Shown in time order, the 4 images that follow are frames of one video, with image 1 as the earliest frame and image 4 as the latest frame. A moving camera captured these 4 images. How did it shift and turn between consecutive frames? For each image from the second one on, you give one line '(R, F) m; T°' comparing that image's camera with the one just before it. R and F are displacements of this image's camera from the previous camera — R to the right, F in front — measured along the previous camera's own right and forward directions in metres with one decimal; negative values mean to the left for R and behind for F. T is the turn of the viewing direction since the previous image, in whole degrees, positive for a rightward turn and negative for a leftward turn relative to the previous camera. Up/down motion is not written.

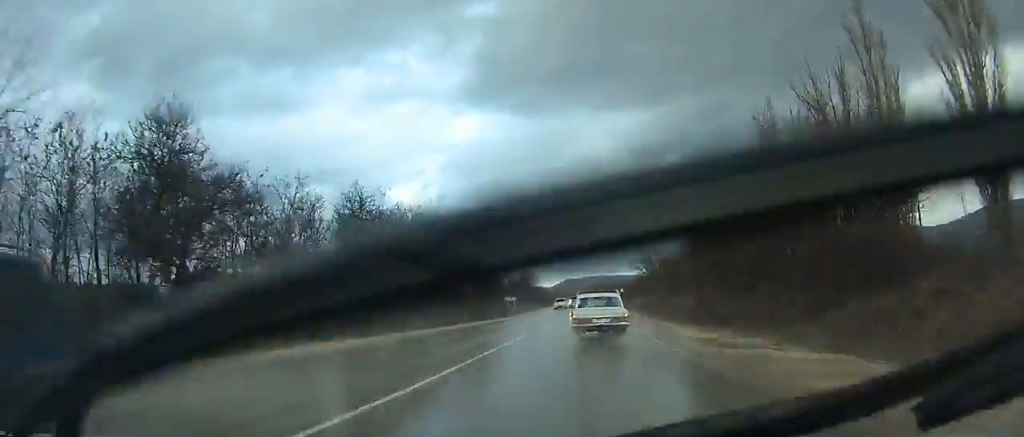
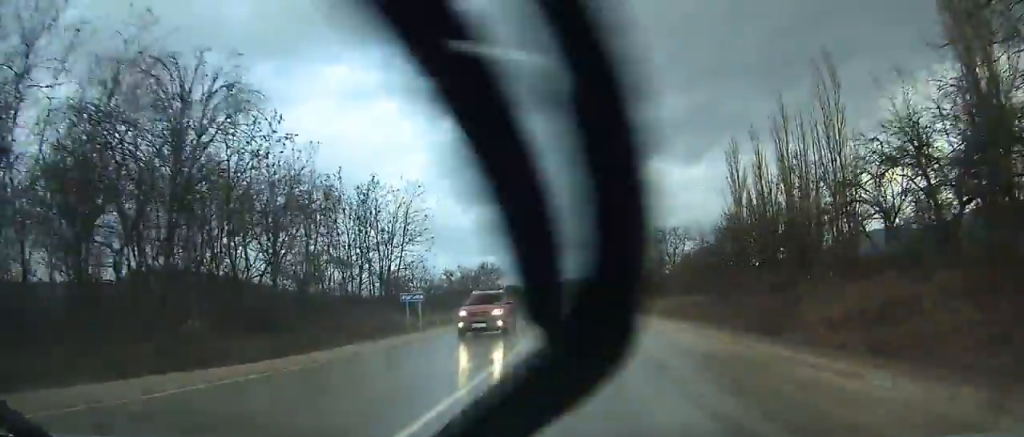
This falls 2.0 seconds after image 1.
(+0.8, +41.4) m; +1°
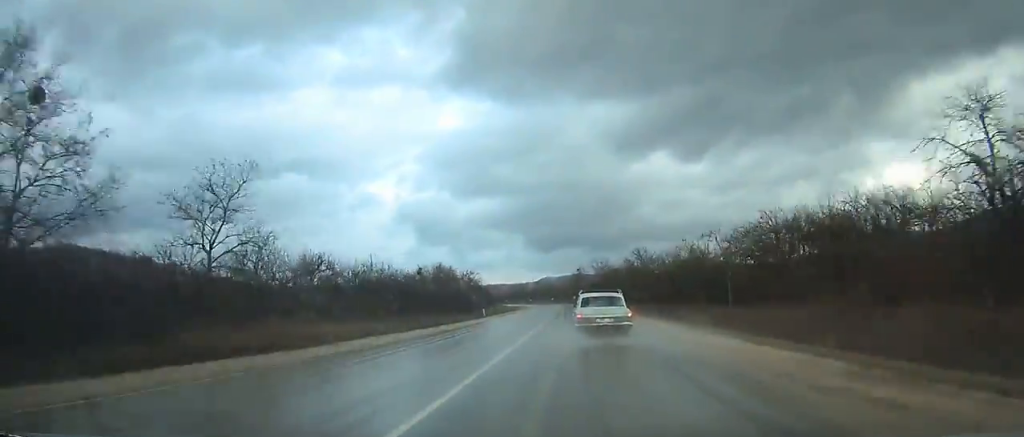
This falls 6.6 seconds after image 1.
(+0.7, +96.3) m; 0°
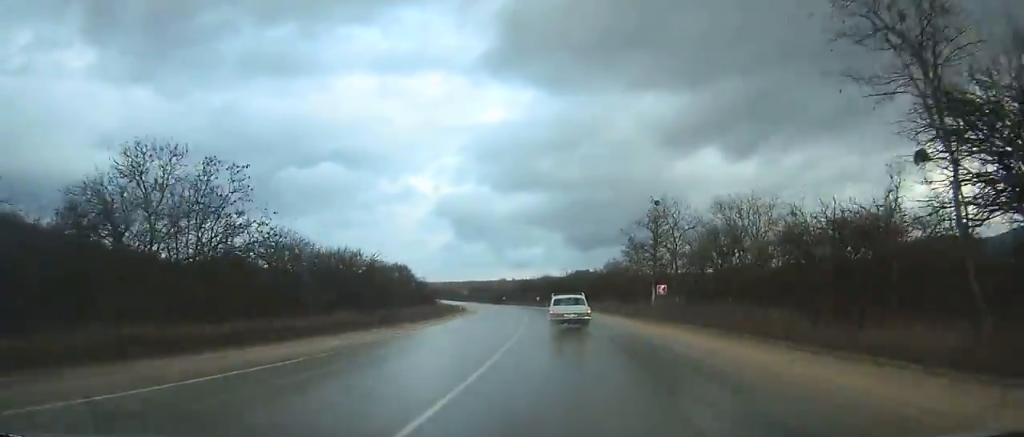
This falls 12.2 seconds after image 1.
(-4.1, +117.9) m; -6°
